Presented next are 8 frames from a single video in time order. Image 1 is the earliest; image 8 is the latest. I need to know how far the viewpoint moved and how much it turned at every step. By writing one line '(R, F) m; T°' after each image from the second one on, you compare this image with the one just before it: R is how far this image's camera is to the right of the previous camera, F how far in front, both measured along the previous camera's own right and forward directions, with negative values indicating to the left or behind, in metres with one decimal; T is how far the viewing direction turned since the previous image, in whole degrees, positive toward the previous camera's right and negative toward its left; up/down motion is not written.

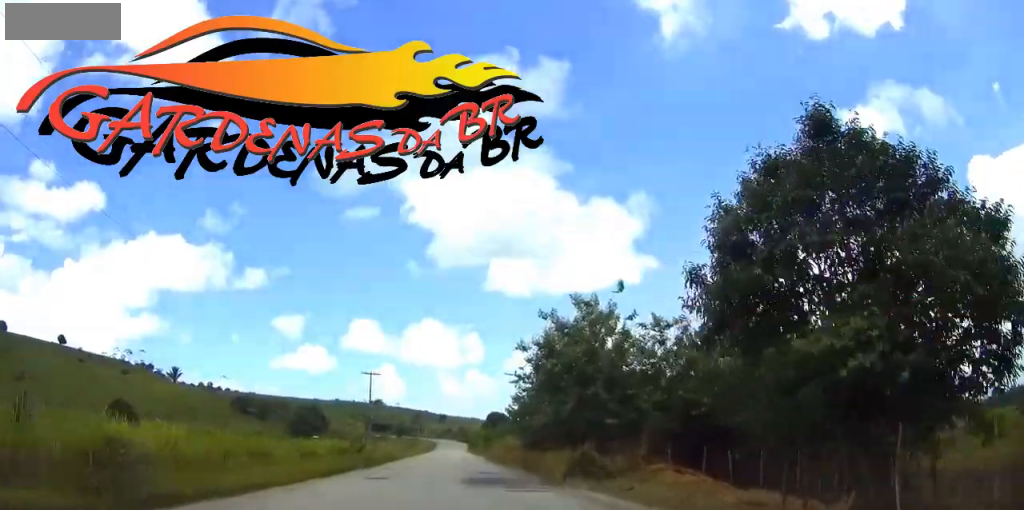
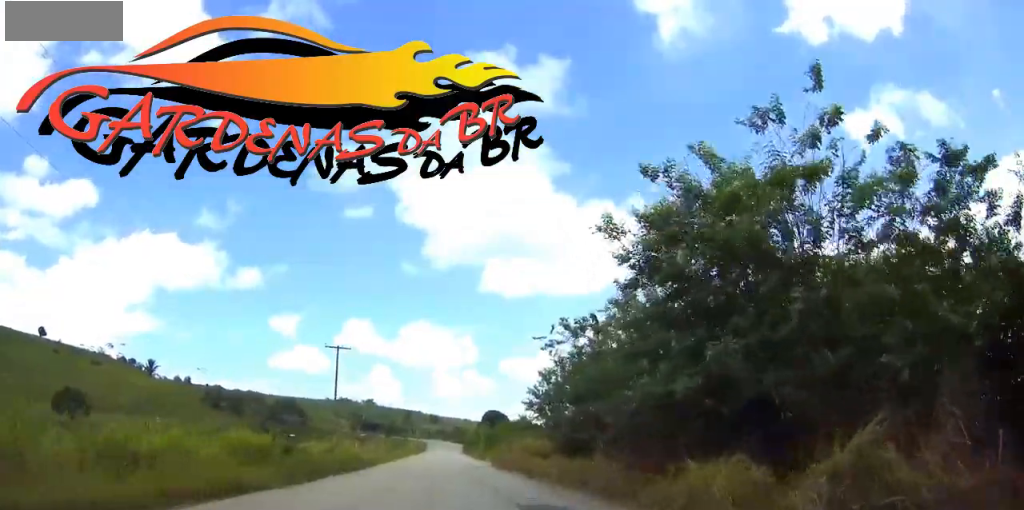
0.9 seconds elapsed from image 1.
(0.0, +17.2) m; 0°
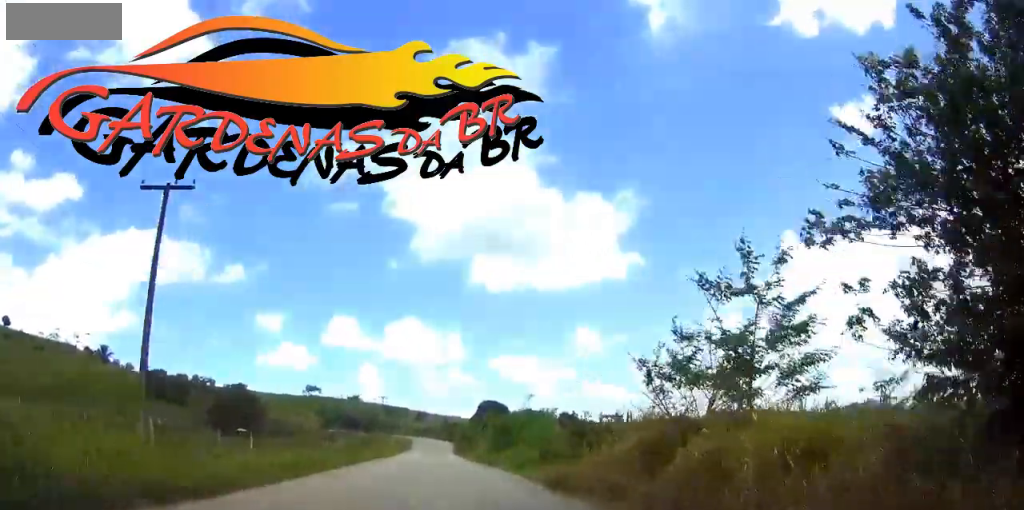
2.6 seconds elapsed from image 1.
(+0.2, +30.4) m; +1°
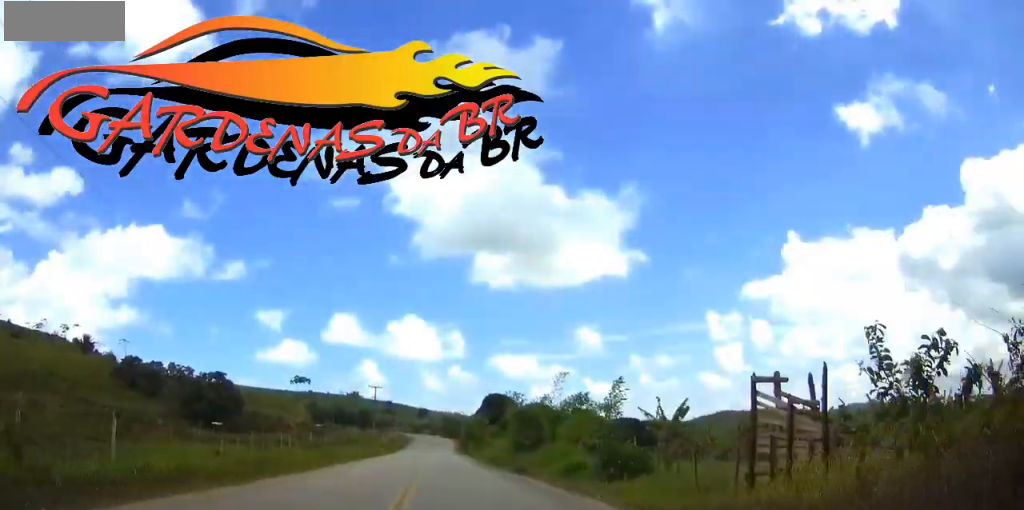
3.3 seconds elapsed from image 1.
(+0.1, +13.5) m; 0°
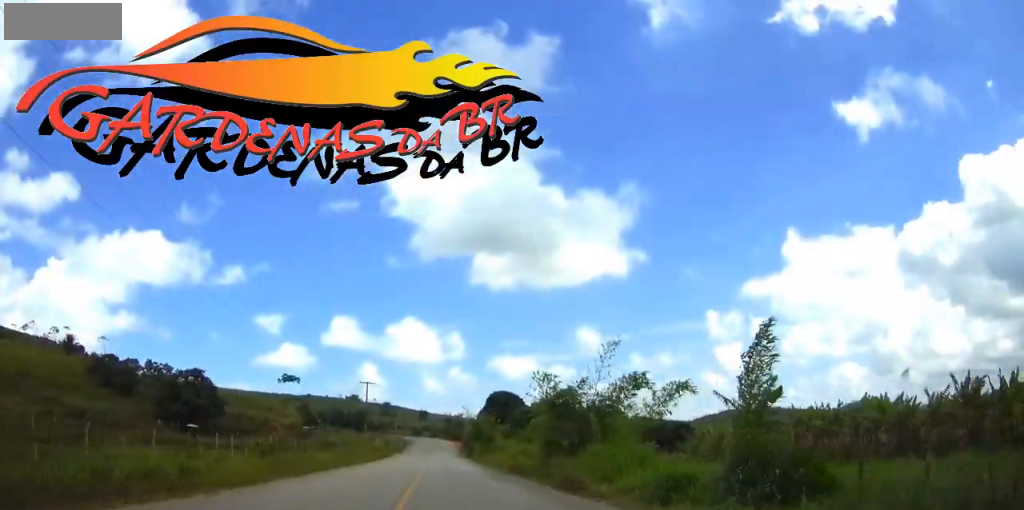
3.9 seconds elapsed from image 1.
(0.0, +11.0) m; 0°
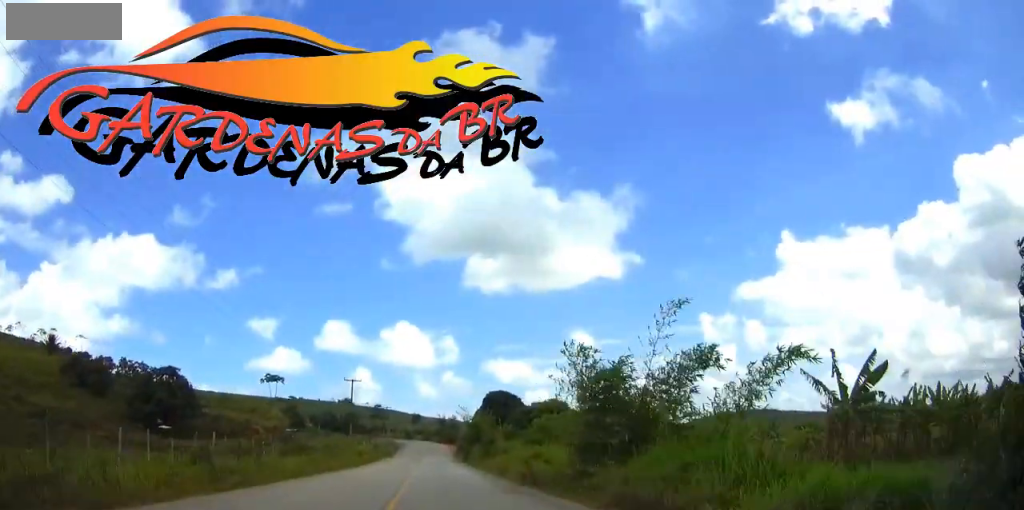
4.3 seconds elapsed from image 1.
(0.0, +7.9) m; 0°
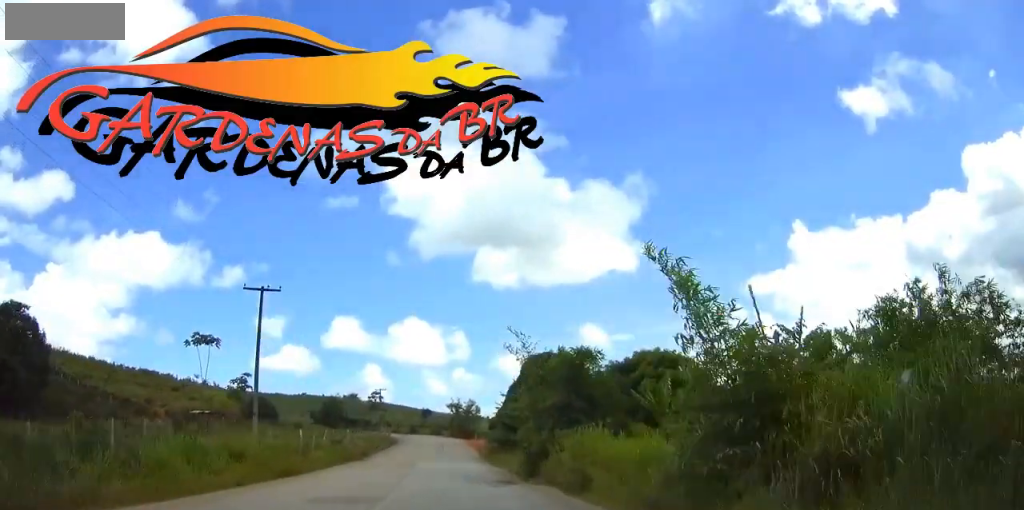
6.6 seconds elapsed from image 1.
(-0.2, +41.5) m; -1°
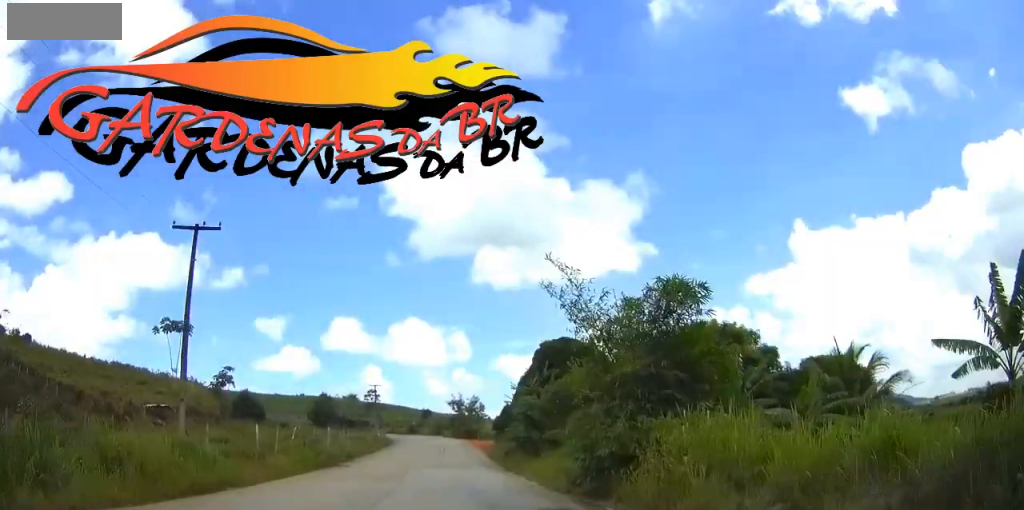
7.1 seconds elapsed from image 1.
(0.0, +9.7) m; 0°
